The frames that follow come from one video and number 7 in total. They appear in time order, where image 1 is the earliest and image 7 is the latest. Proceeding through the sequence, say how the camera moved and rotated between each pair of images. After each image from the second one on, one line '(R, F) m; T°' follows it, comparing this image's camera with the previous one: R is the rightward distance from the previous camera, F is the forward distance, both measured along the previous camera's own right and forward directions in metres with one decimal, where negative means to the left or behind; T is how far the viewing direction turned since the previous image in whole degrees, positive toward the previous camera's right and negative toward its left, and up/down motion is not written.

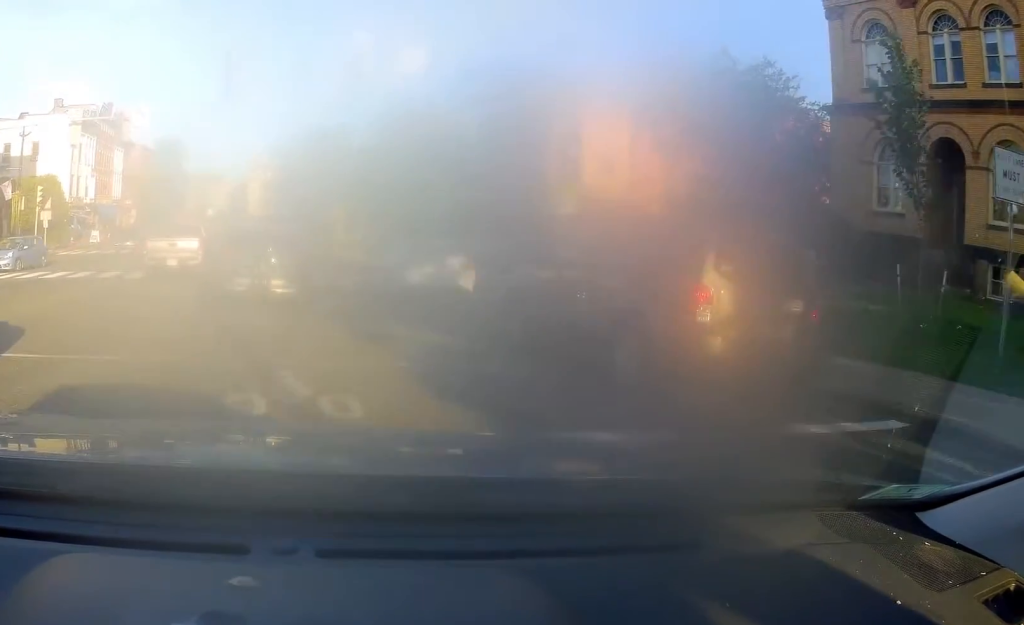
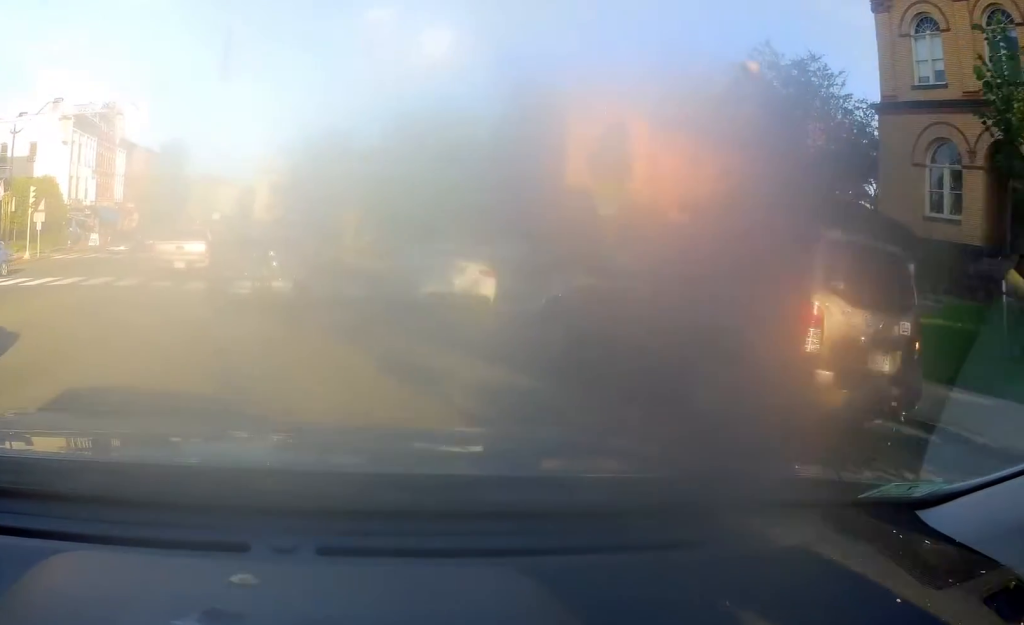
(-0.2, +2.8) m; -5°
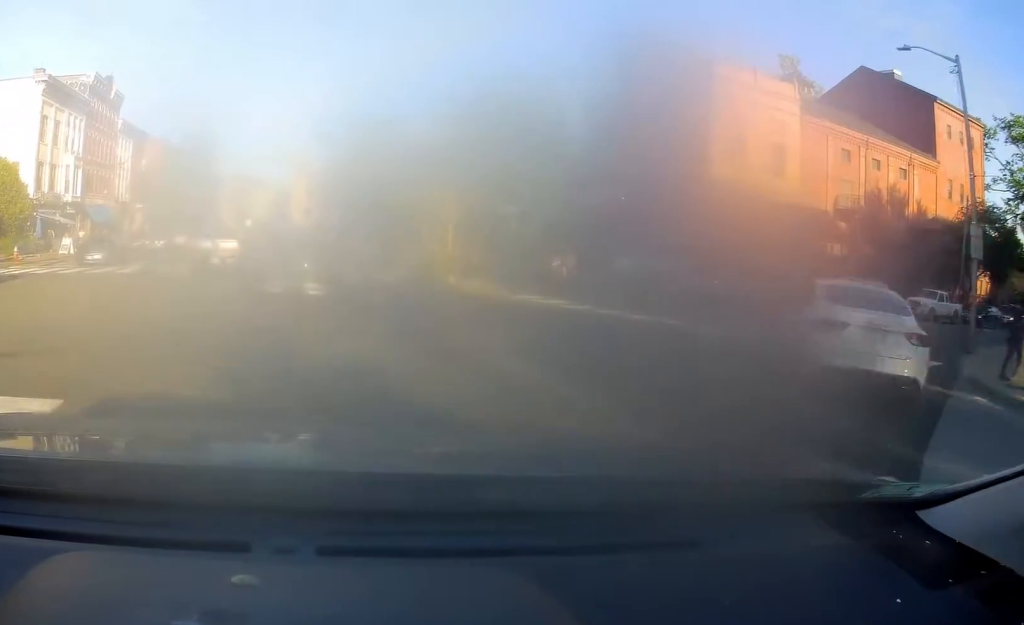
(-1.1, +16.7) m; -1°
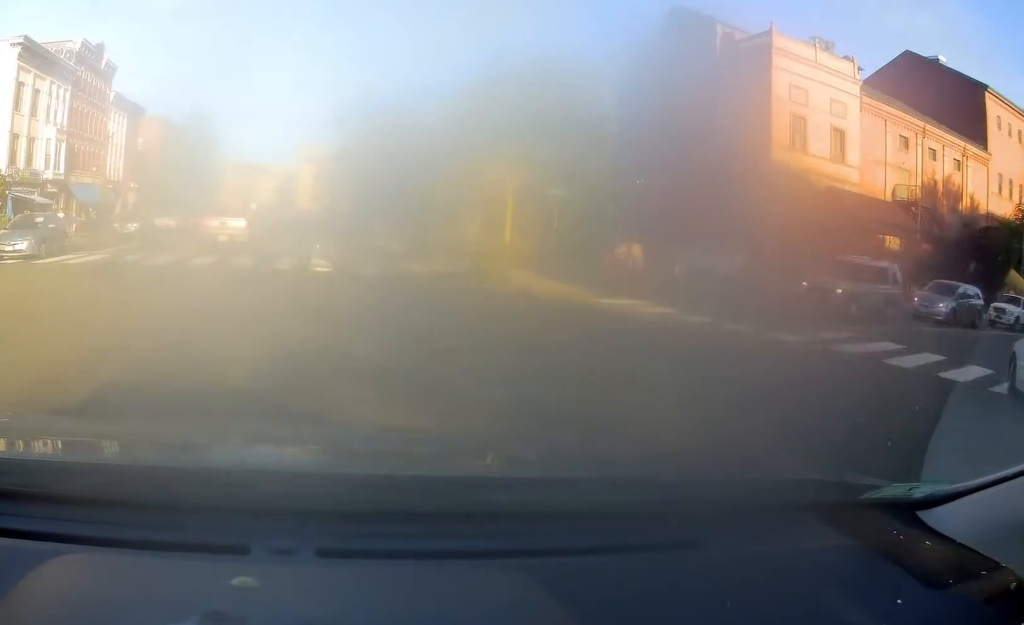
(0.0, +5.9) m; -2°
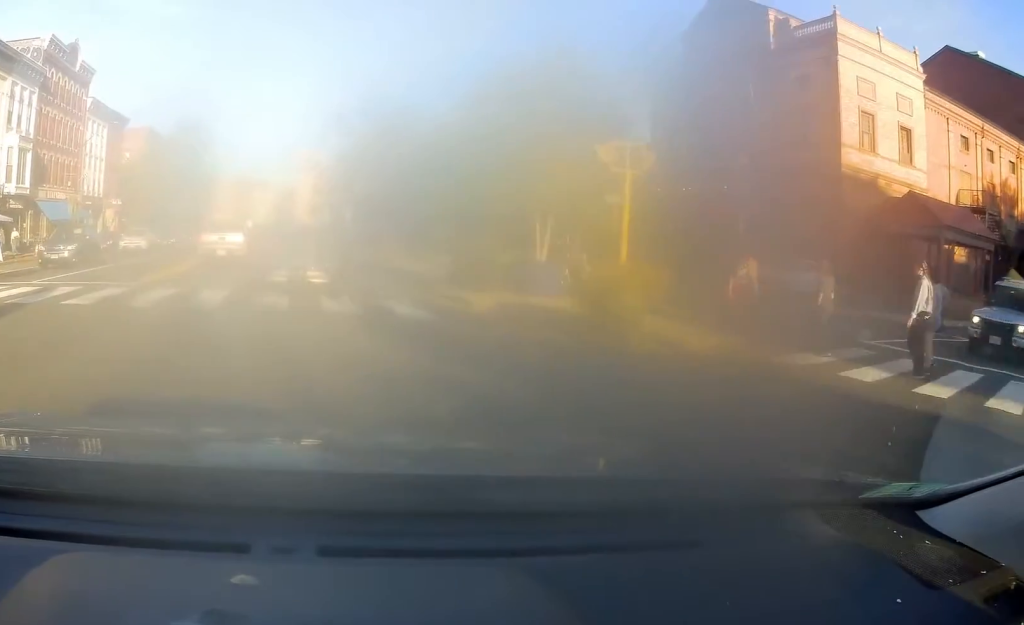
(-0.2, +6.7) m; -1°
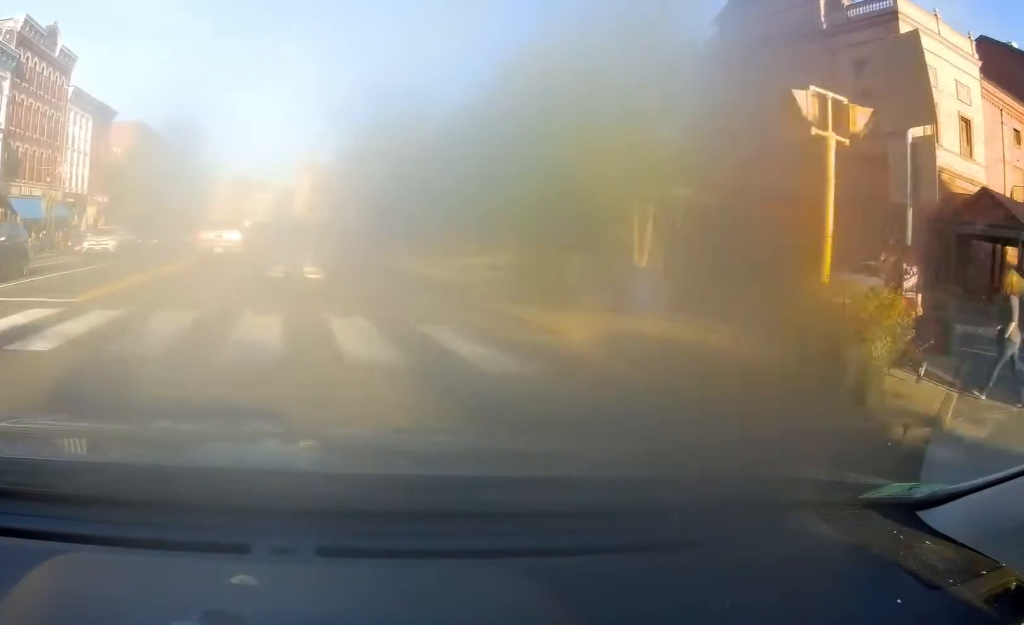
(-0.3, +4.9) m; 0°
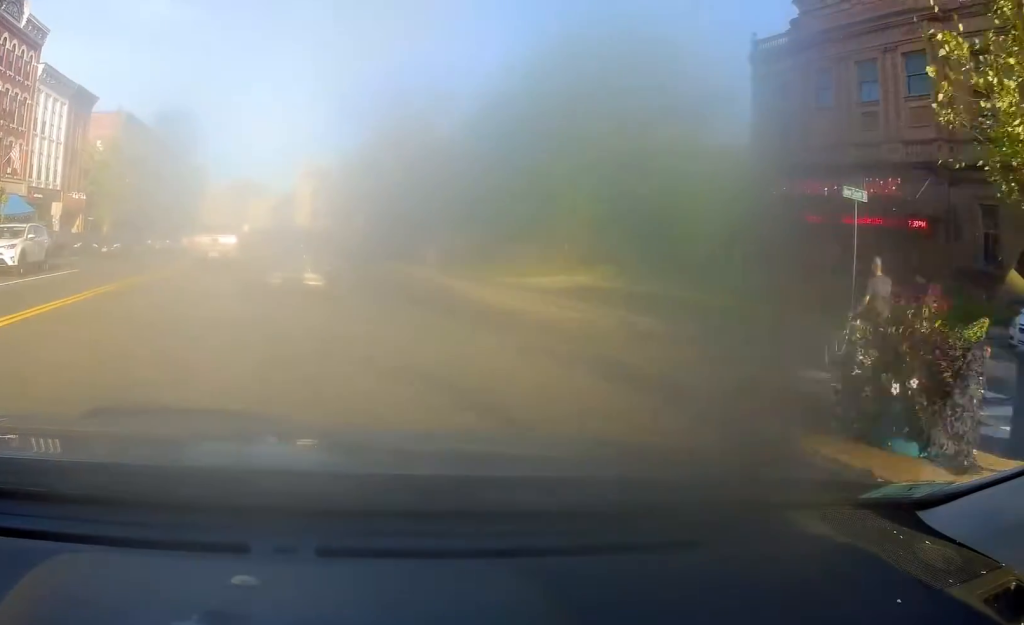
(+0.5, +8.1) m; +3°
